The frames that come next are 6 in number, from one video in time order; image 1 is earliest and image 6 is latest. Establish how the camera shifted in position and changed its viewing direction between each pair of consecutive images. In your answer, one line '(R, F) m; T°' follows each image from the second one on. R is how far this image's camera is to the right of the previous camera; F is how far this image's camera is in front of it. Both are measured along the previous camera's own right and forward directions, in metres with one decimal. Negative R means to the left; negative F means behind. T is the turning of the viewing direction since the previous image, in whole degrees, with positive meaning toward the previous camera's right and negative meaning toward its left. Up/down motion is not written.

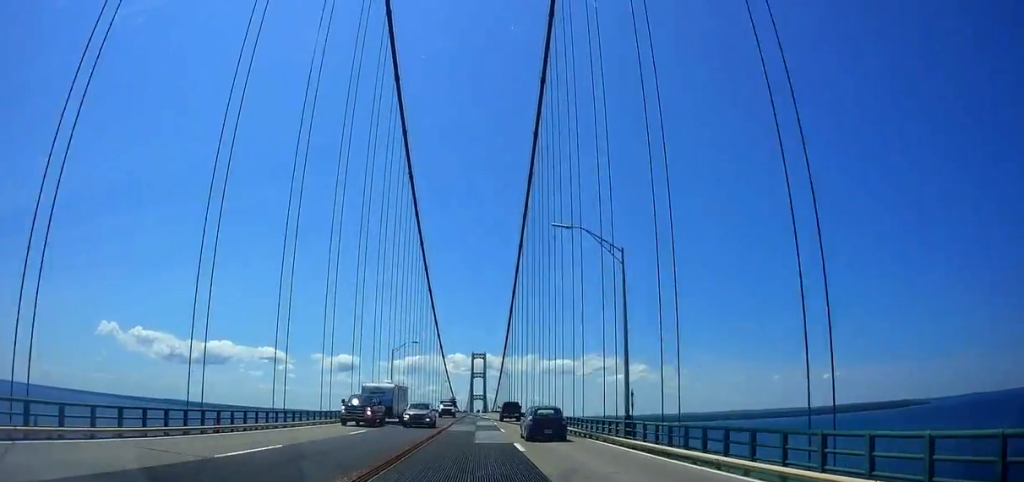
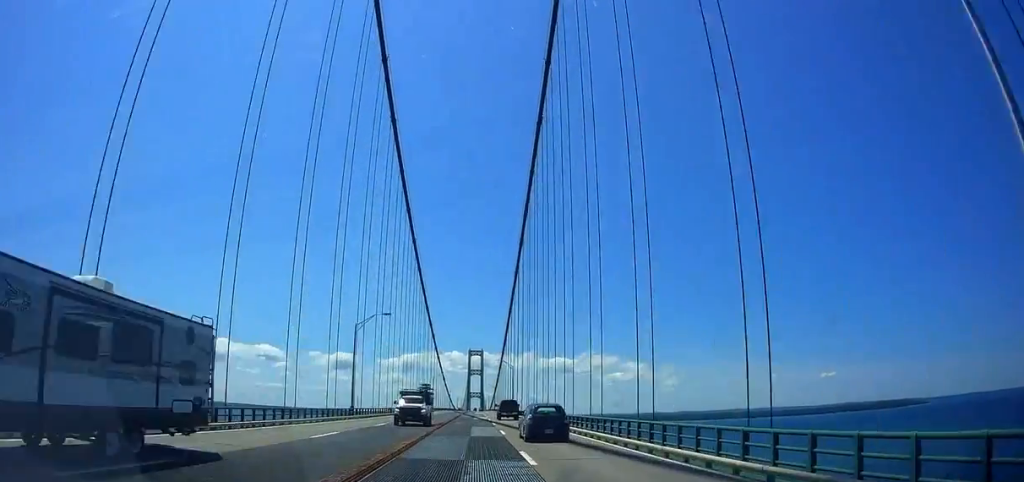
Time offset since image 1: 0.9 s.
(+0.1, +20.8) m; 0°
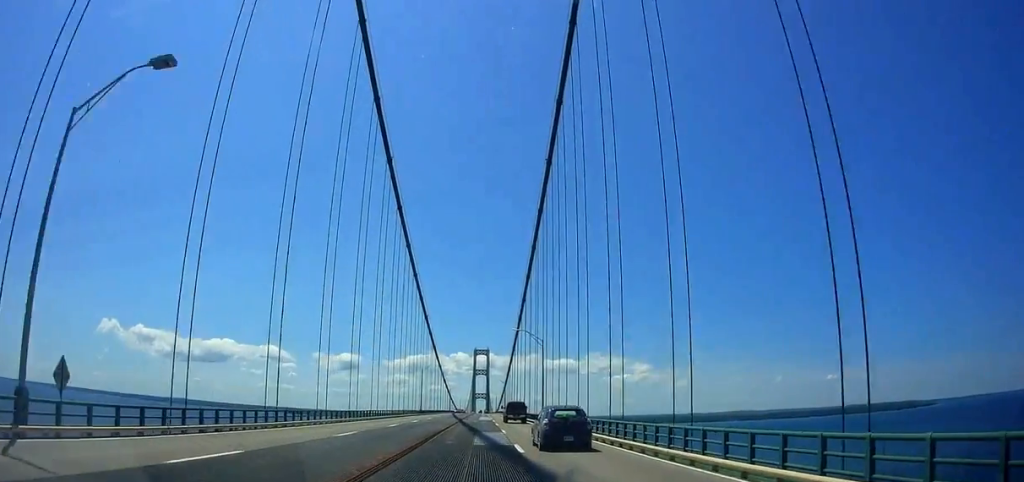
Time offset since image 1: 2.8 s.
(0.0, +40.7) m; -1°
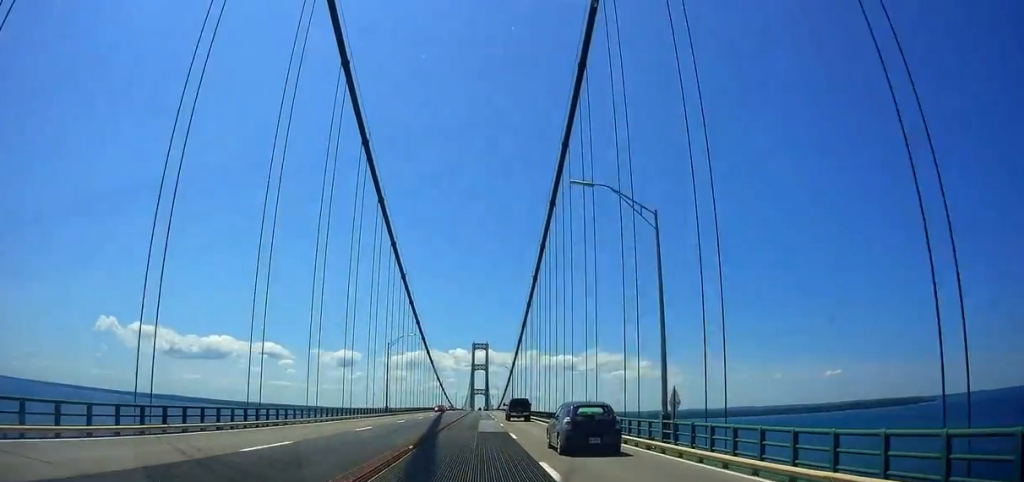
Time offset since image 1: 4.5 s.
(-0.6, +39.0) m; 0°
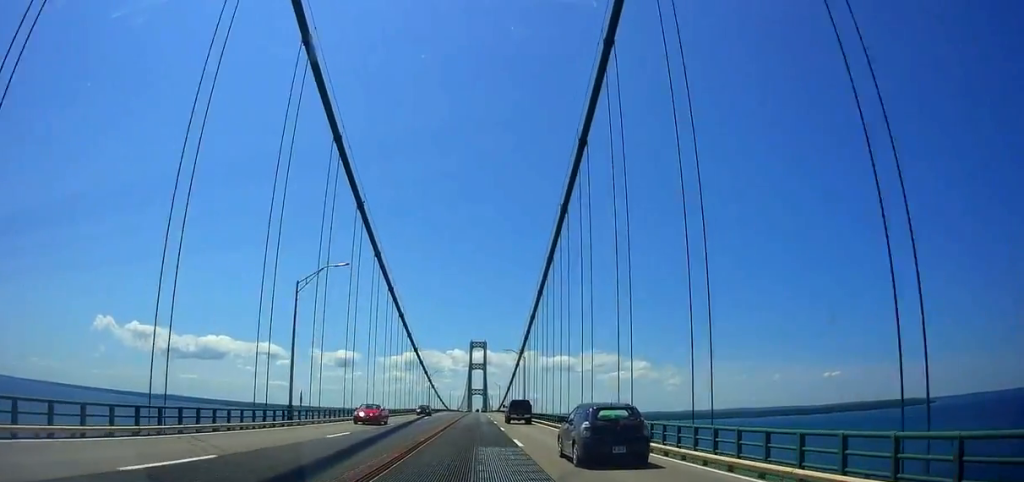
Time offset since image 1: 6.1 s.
(+0.6, +34.5) m; +1°
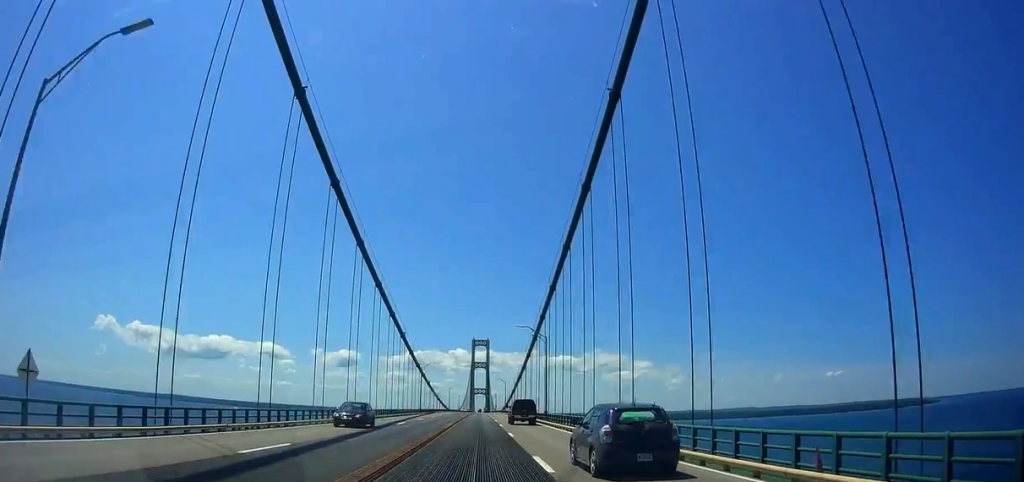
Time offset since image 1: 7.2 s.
(0.0, +23.7) m; -2°
